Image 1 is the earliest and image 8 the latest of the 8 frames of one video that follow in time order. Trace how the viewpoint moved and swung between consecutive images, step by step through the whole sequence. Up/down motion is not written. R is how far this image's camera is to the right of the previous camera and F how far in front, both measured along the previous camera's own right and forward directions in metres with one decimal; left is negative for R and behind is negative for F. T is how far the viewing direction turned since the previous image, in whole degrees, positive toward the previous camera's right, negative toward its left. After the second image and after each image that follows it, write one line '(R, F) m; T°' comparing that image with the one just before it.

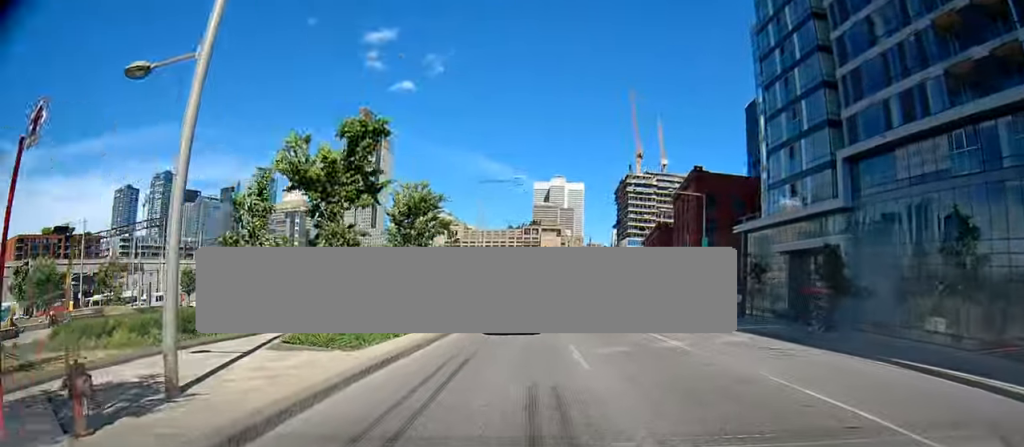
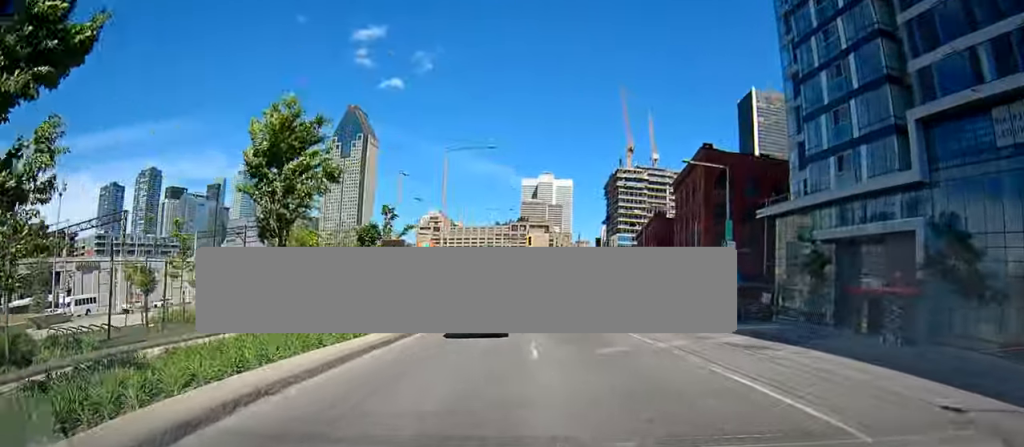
(0.0, +9.2) m; 0°
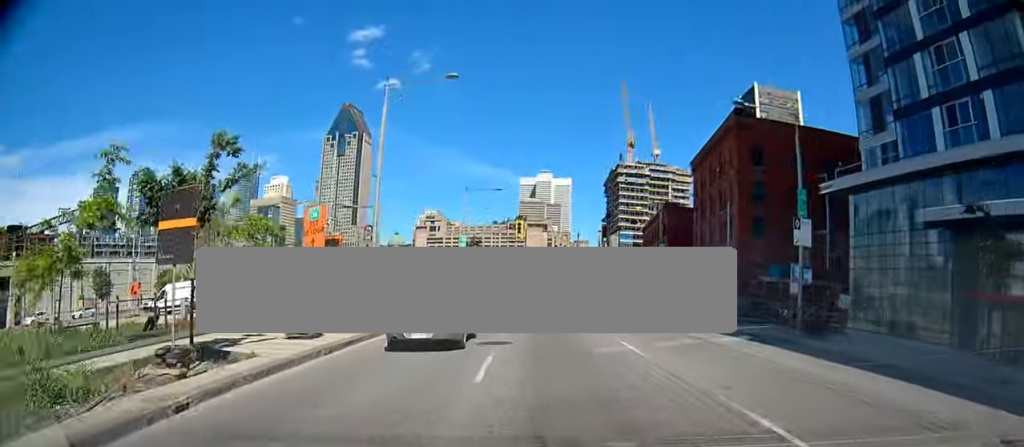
(-0.1, +11.1) m; +1°
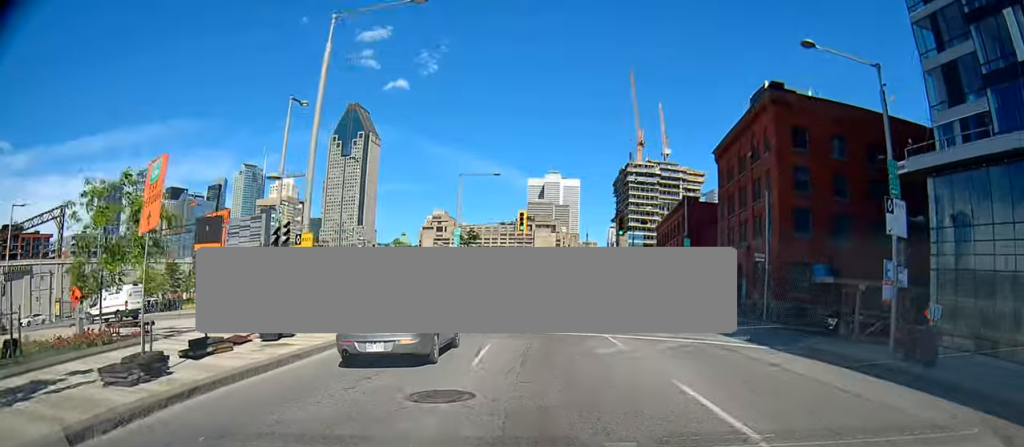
(+0.2, +6.6) m; 0°
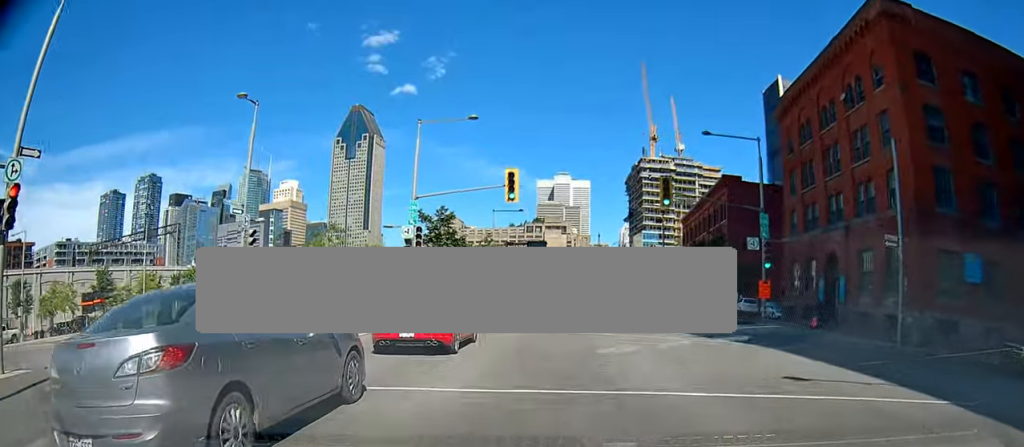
(-0.2, +14.7) m; -1°
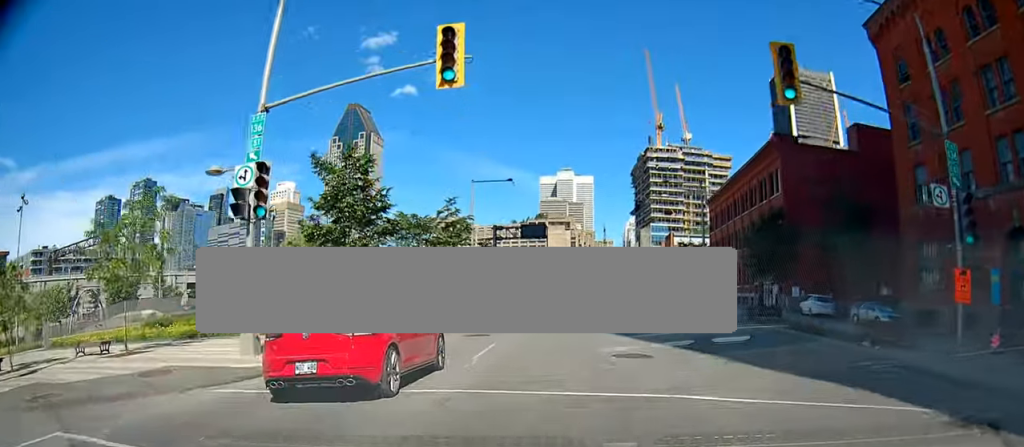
(-0.1, +15.2) m; -1°
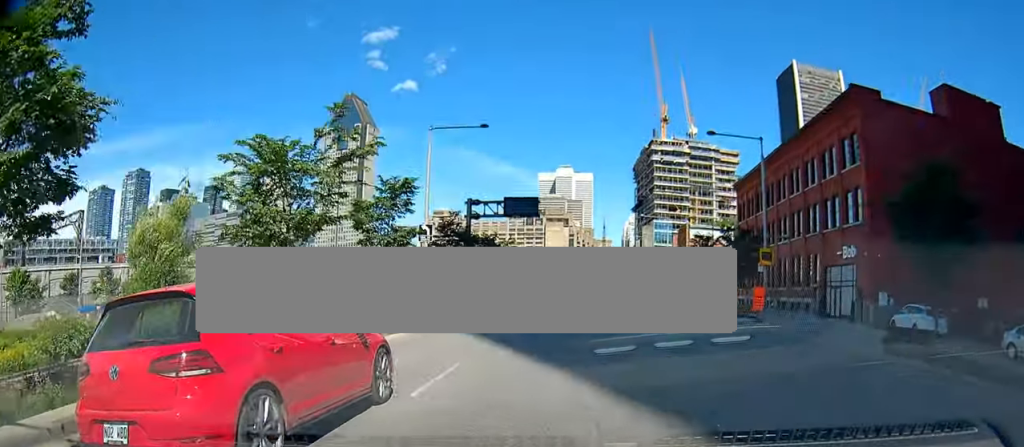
(-0.1, +13.7) m; 0°
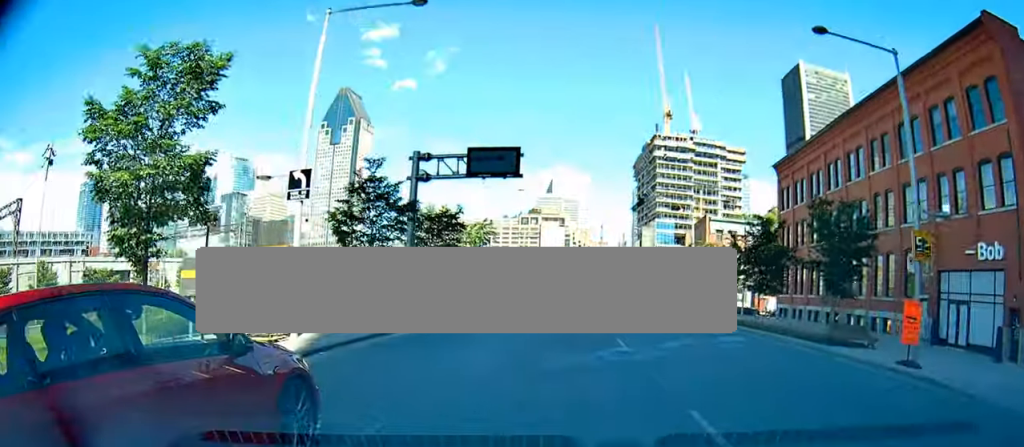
(+0.2, +14.2) m; 0°
